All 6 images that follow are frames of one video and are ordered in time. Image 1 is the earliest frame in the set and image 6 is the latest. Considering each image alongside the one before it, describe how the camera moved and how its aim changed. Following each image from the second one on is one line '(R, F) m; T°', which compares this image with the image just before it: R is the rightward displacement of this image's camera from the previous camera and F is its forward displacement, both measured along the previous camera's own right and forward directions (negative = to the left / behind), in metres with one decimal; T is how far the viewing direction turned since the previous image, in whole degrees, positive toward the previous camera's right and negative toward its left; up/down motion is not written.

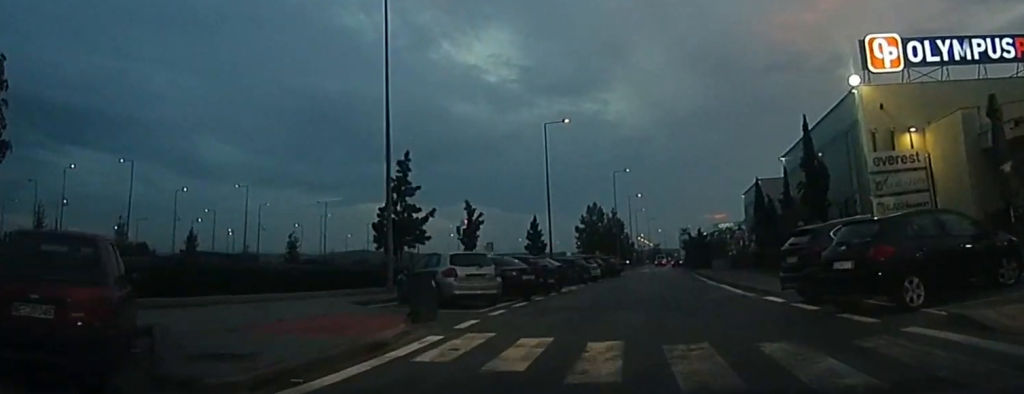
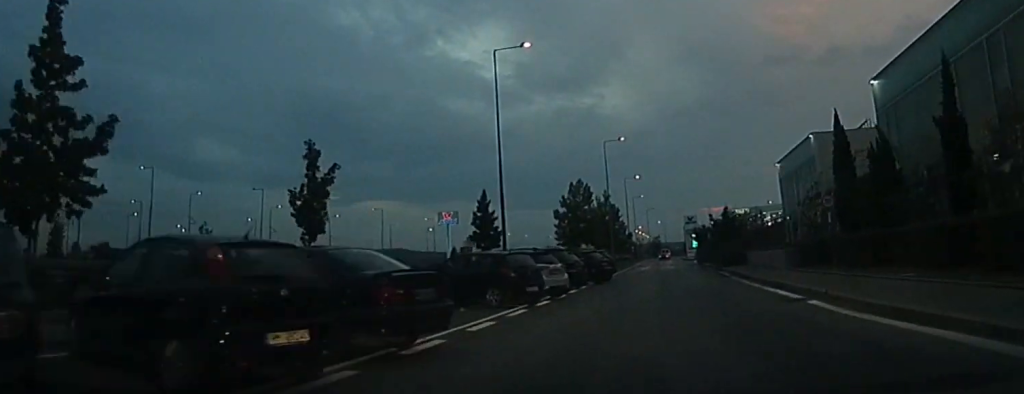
(+3.1, +24.2) m; +10°
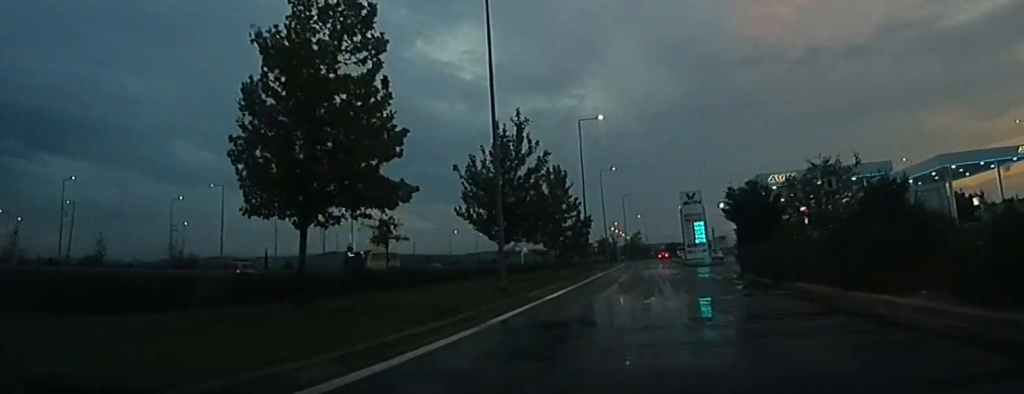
(+0.8, +41.3) m; 0°
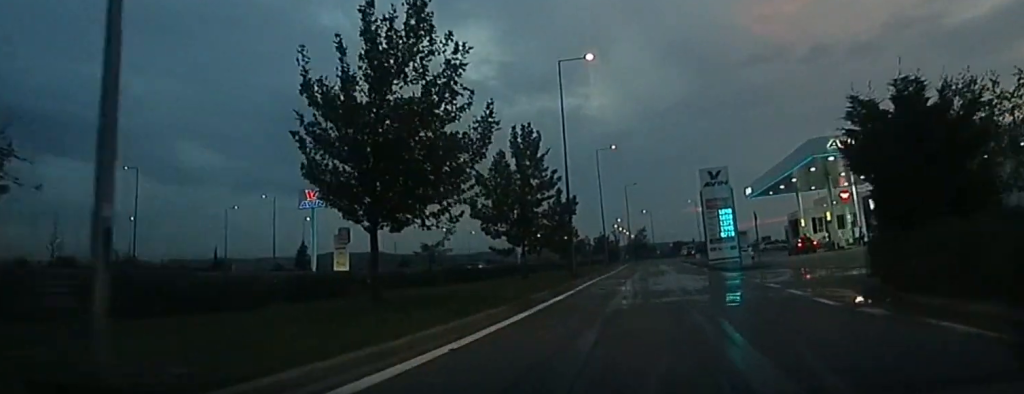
(-0.3, +16.2) m; -1°
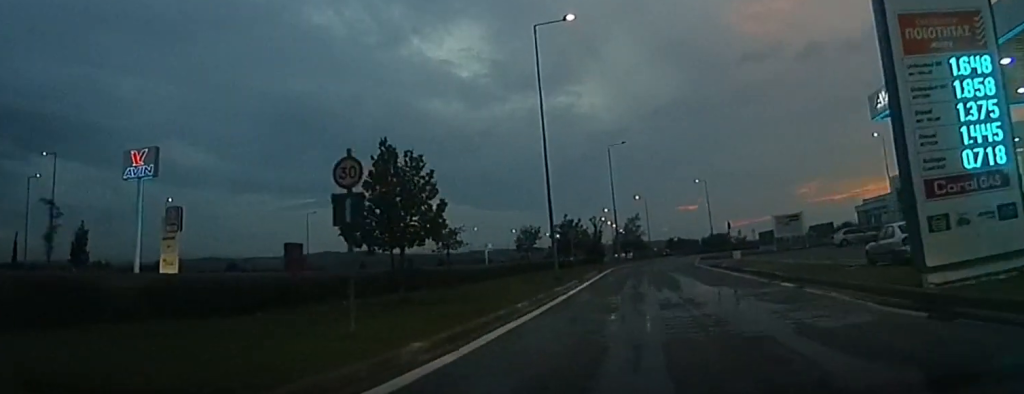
(+2.4, +37.0) m; +5°
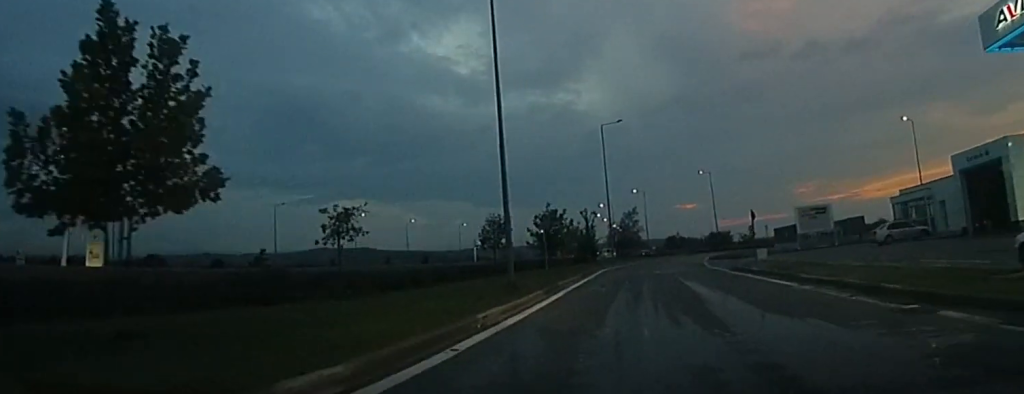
(+0.1, +9.8) m; -1°
